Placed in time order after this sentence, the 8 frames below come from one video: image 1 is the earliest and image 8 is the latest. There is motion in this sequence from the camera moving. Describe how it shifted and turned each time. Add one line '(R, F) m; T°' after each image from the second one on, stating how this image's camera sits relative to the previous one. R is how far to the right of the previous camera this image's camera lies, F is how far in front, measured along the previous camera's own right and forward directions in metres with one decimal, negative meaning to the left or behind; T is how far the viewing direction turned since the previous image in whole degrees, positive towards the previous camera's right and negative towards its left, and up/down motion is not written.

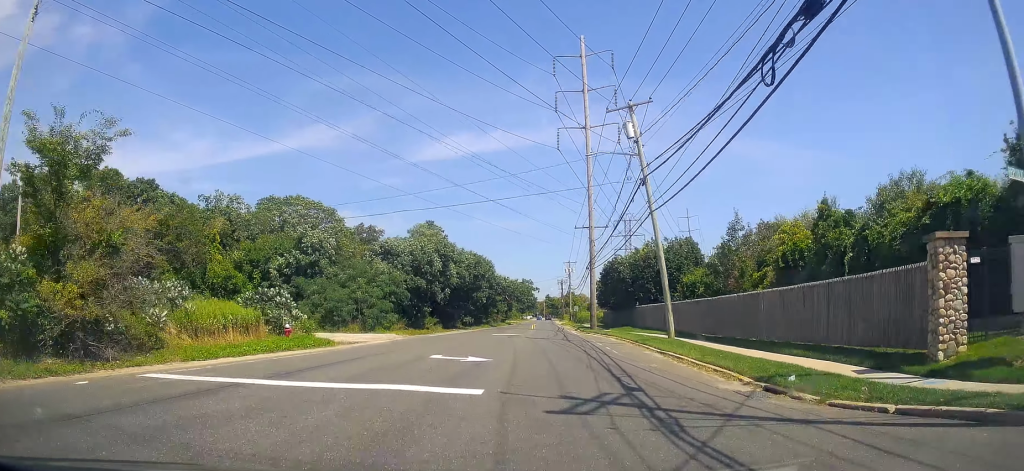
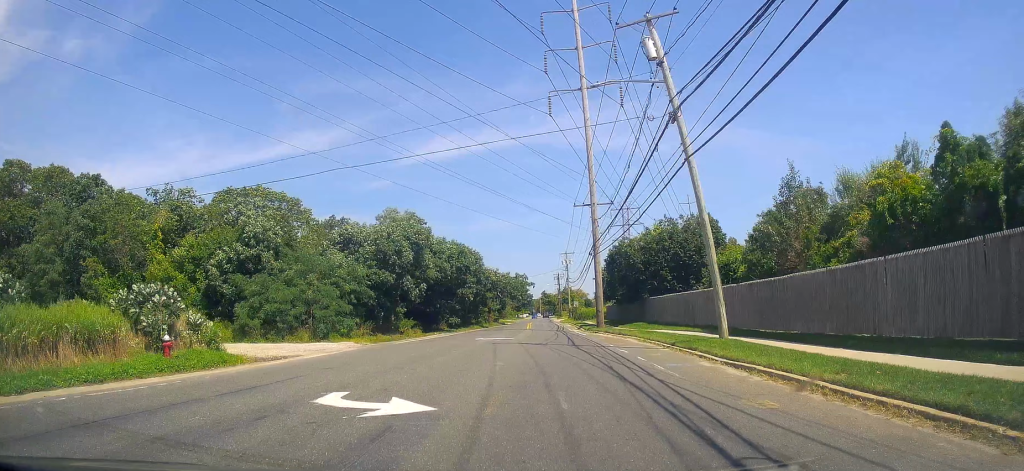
(-0.1, +8.5) m; -1°
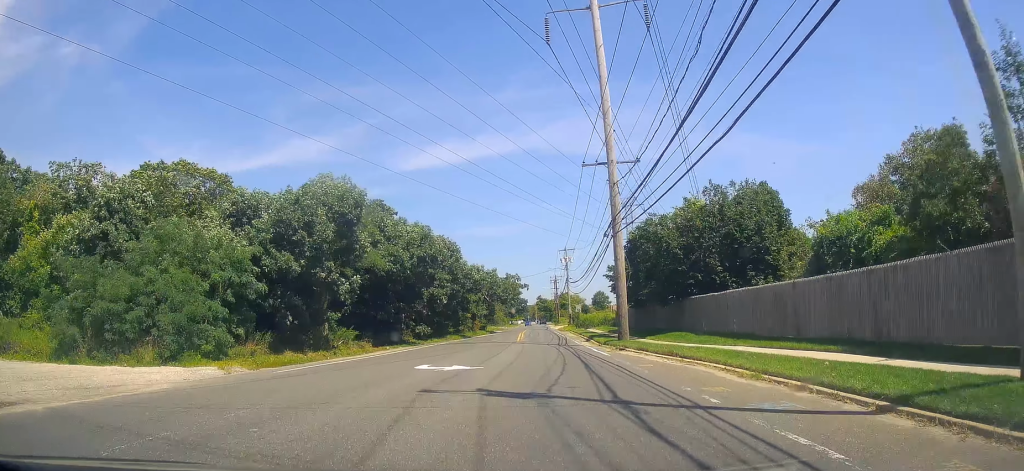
(-0.2, +13.8) m; 0°
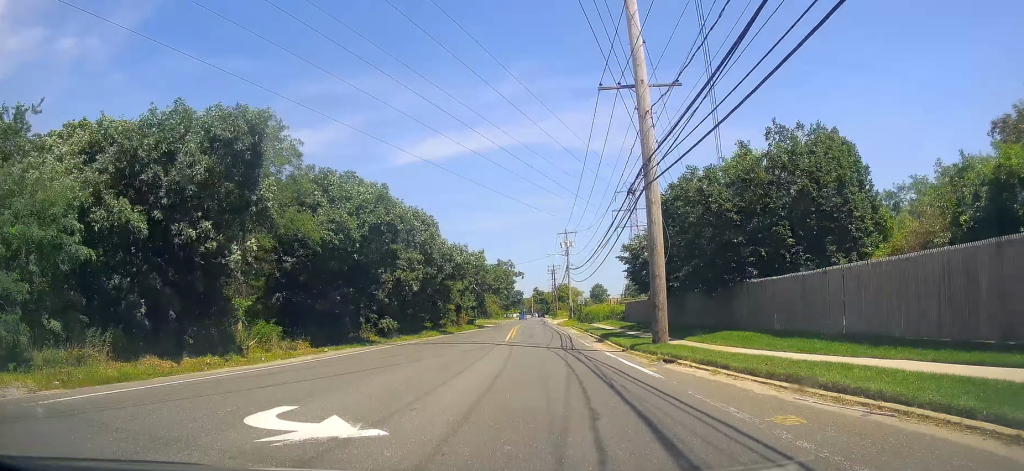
(0.0, +9.3) m; 0°
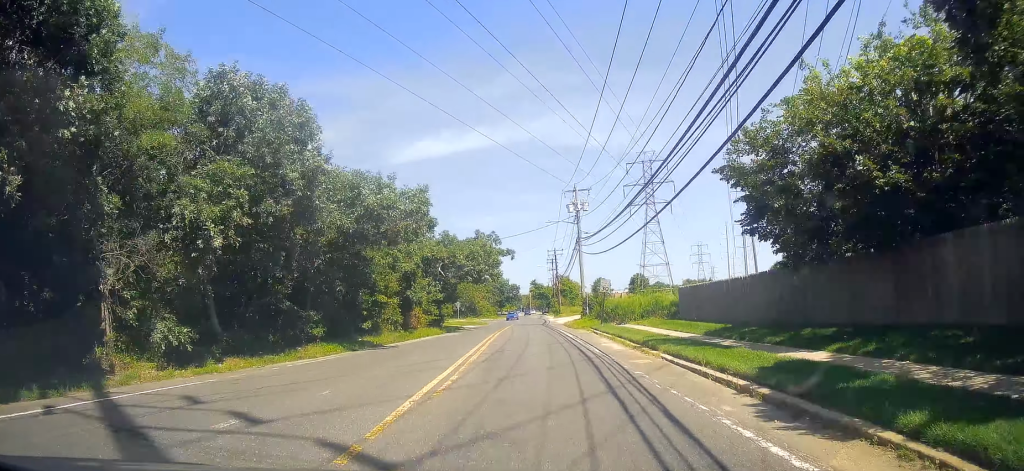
(+0.3, +23.3) m; +1°
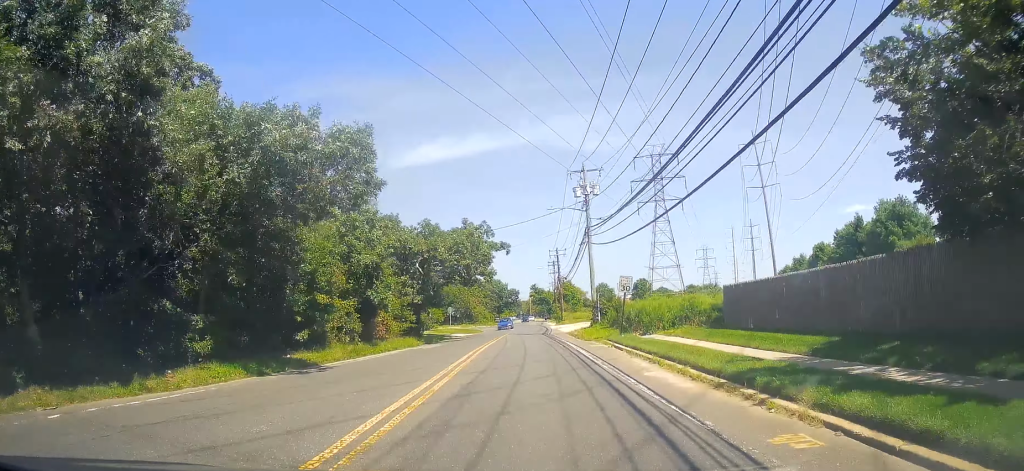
(-0.1, +8.4) m; 0°
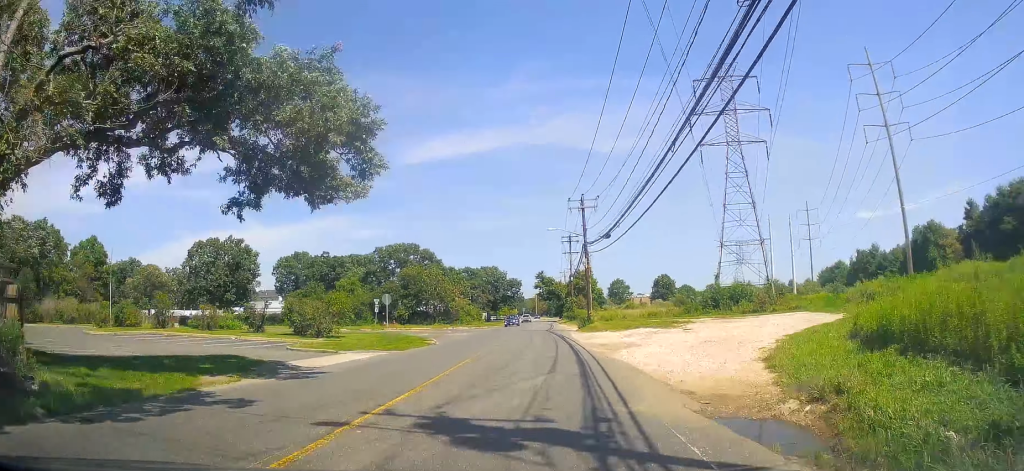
(-0.7, +36.9) m; -2°
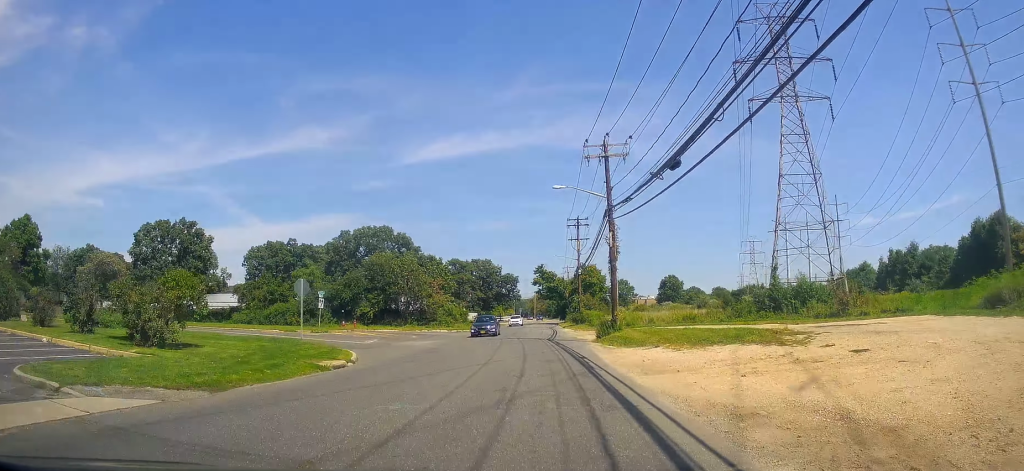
(+0.1, +16.8) m; +1°
